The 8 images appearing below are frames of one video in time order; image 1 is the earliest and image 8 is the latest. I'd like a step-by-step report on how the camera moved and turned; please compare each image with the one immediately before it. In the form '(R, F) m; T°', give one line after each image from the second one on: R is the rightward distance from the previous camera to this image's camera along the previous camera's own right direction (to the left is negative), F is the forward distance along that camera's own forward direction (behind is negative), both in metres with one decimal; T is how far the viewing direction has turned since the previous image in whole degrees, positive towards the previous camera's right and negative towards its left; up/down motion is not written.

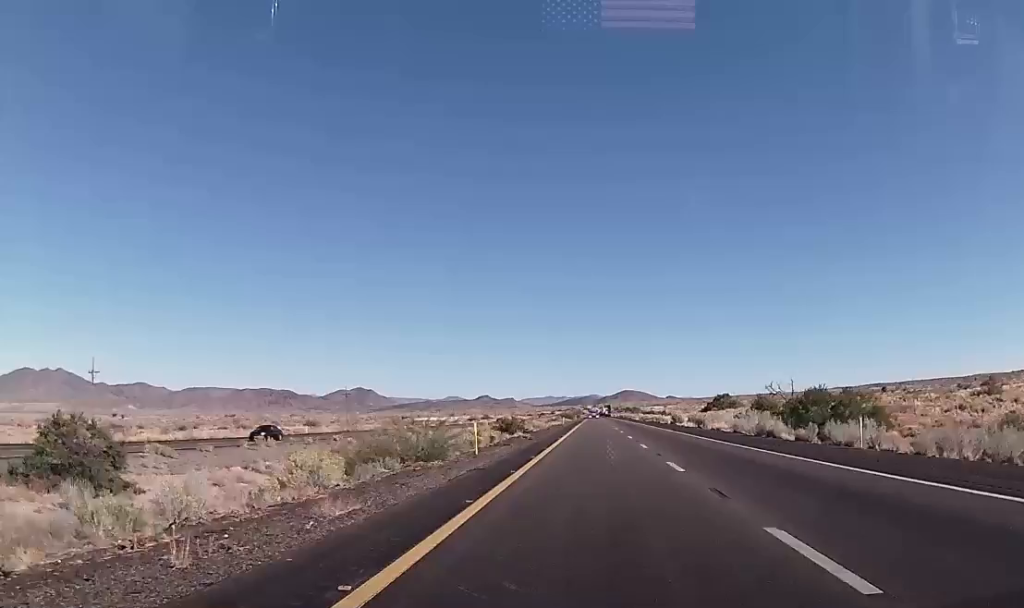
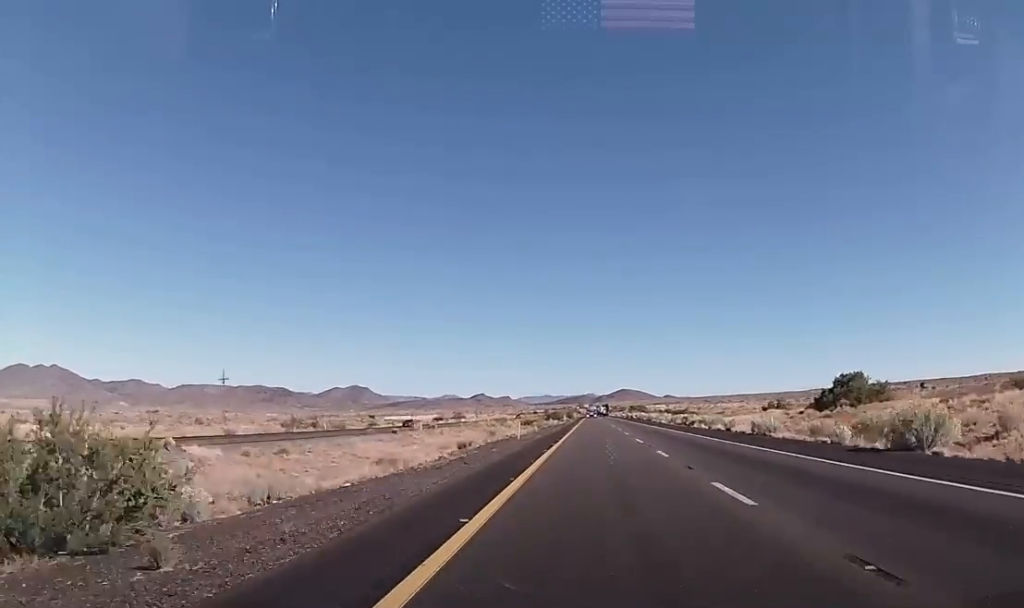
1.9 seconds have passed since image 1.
(0.0, +68.6) m; 0°
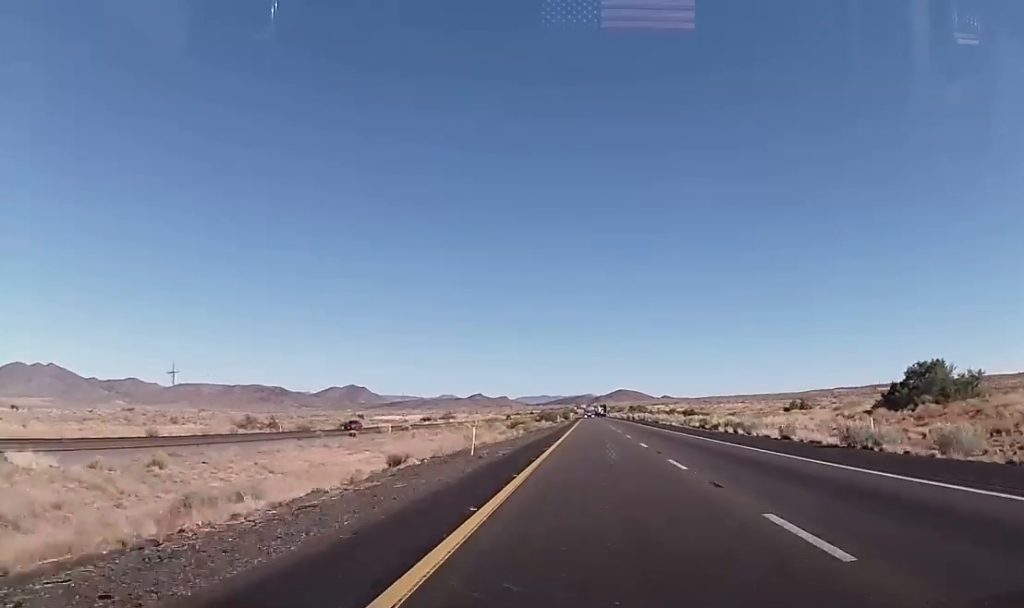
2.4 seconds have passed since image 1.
(0.0, +16.8) m; 0°
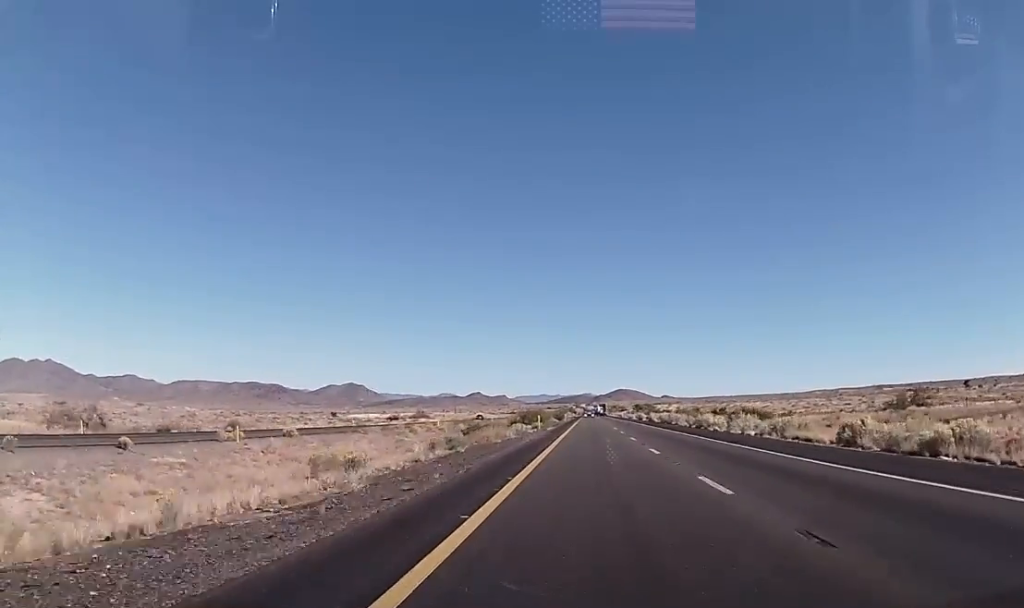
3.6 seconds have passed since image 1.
(0.0, +43.2) m; 0°
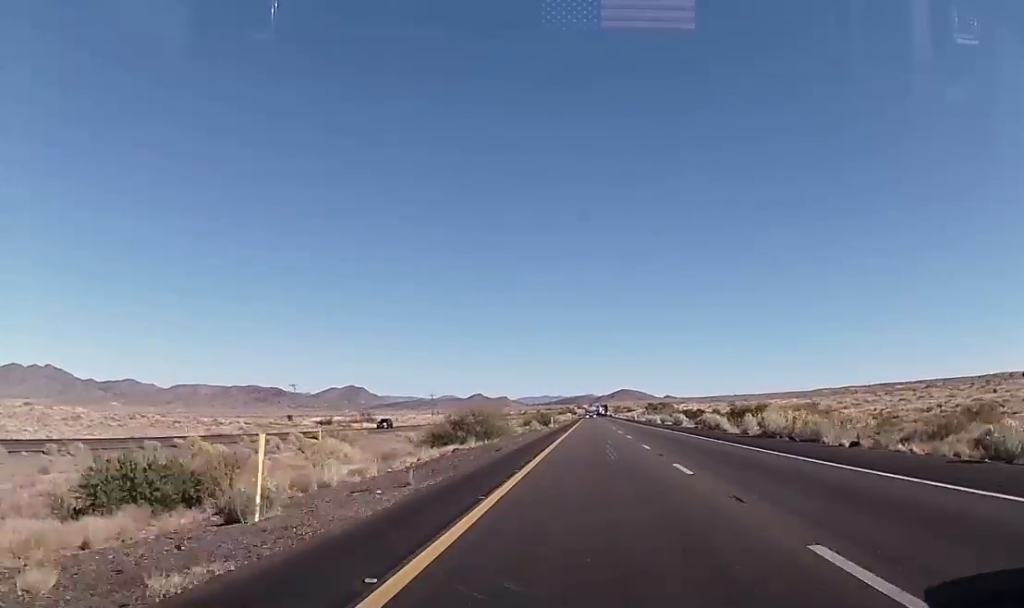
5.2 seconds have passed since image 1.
(-0.1, +57.8) m; 0°
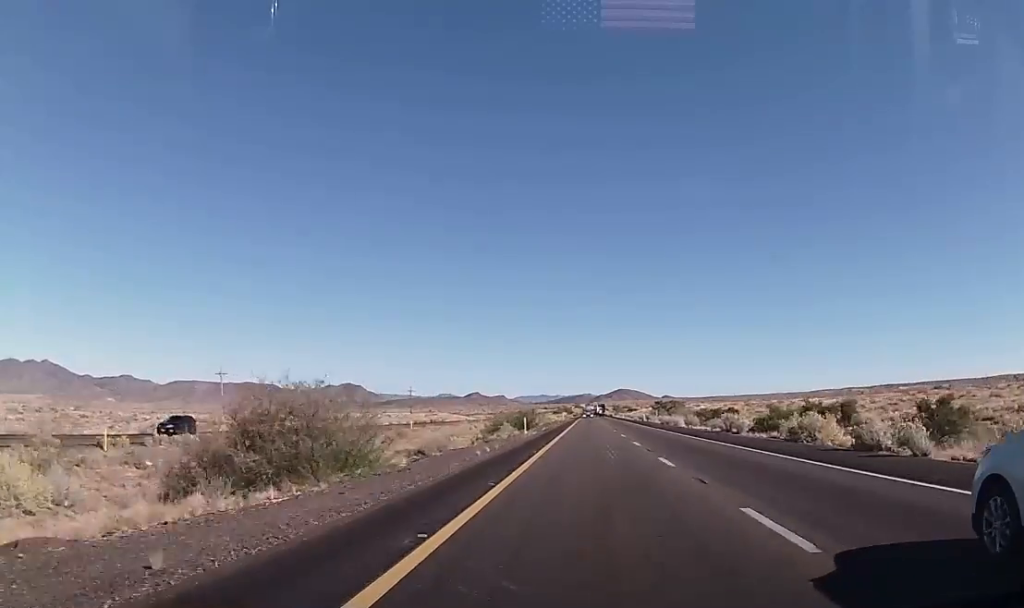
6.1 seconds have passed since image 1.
(+0.1, +33.8) m; 0°
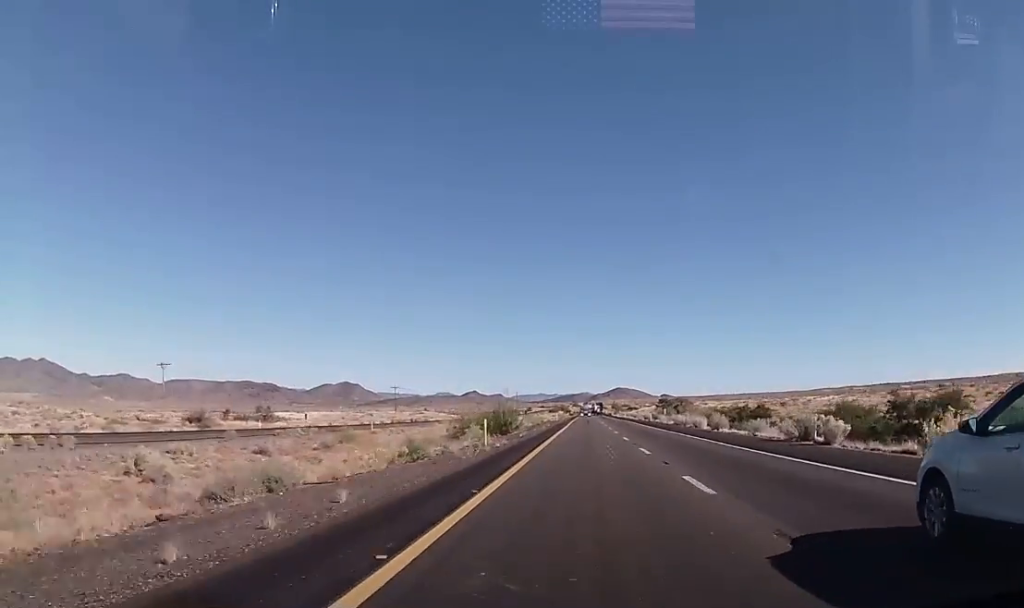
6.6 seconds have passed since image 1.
(0.0, +19.4) m; 0°
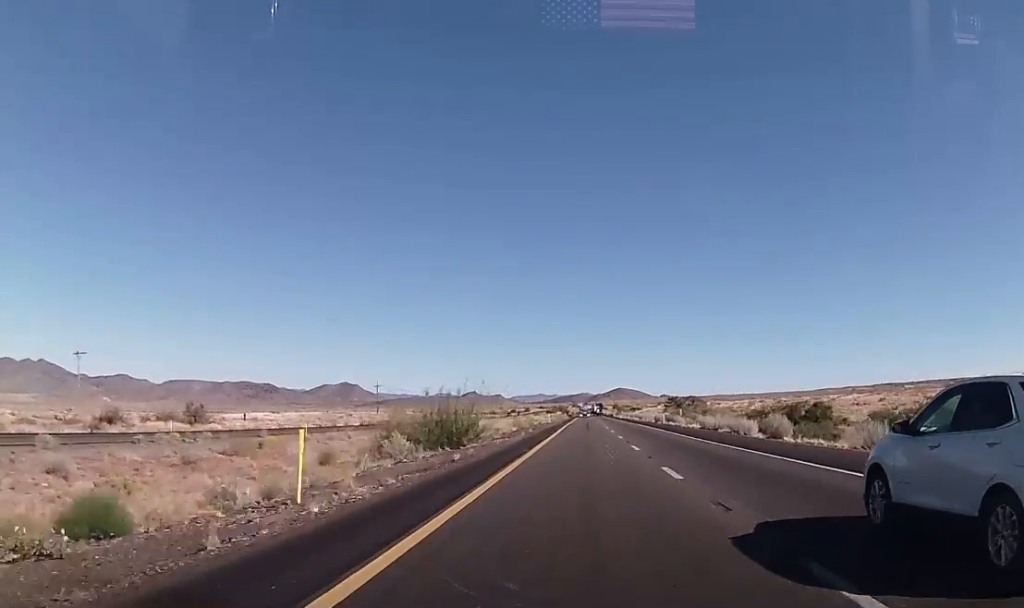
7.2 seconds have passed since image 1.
(0.0, +21.9) m; 0°
